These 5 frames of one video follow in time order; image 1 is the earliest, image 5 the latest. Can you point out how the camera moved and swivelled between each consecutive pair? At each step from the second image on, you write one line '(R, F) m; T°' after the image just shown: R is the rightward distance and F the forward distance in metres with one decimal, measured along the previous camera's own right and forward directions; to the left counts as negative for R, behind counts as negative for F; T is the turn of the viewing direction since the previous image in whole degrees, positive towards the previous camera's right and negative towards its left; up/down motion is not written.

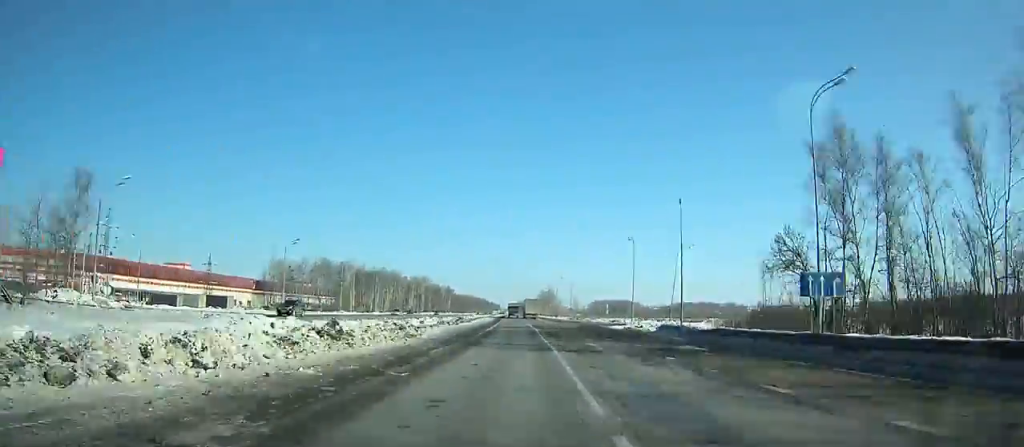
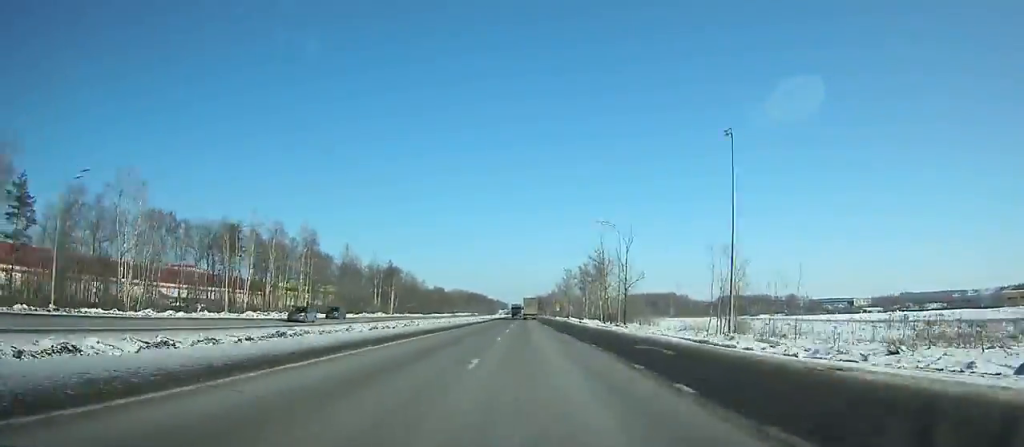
(-1.3, +172.3) m; 0°
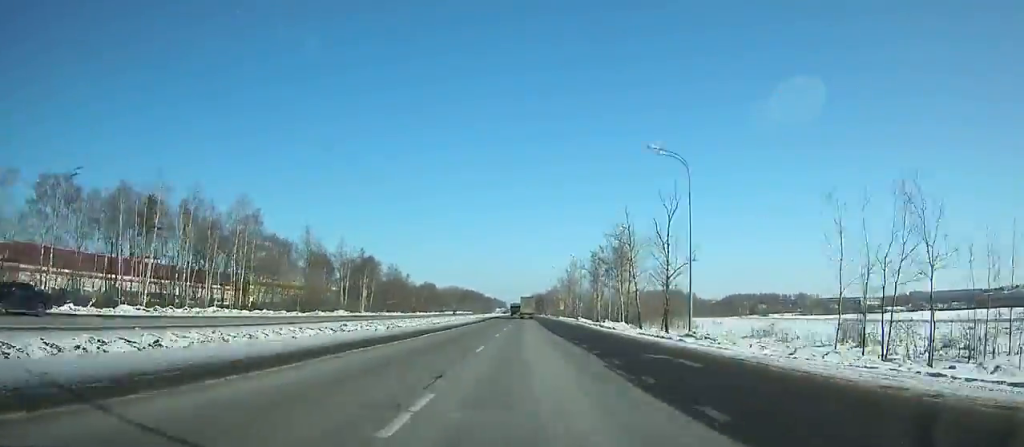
(-0.4, +31.3) m; 0°
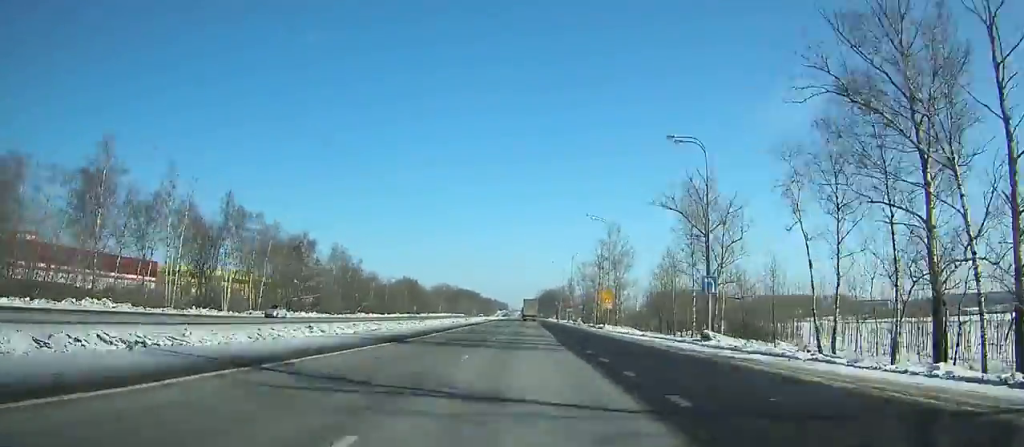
(-0.5, +75.1) m; 0°
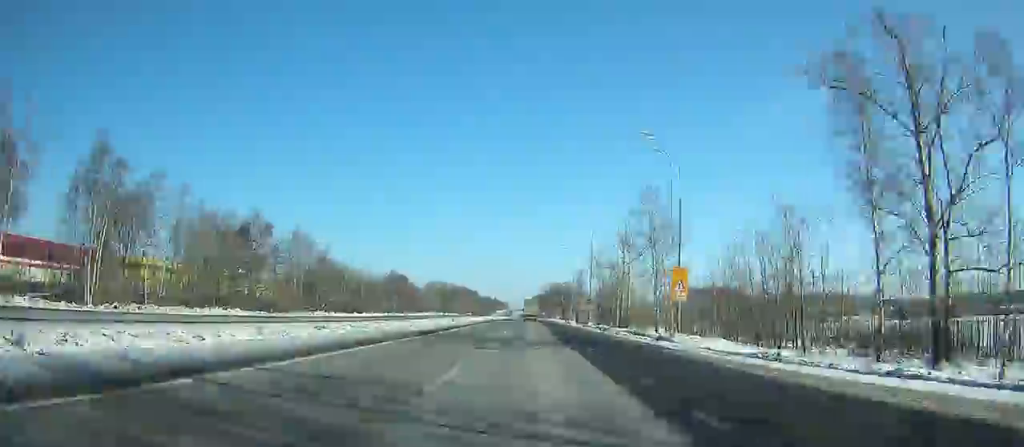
(-0.1, +30.5) m; 0°
